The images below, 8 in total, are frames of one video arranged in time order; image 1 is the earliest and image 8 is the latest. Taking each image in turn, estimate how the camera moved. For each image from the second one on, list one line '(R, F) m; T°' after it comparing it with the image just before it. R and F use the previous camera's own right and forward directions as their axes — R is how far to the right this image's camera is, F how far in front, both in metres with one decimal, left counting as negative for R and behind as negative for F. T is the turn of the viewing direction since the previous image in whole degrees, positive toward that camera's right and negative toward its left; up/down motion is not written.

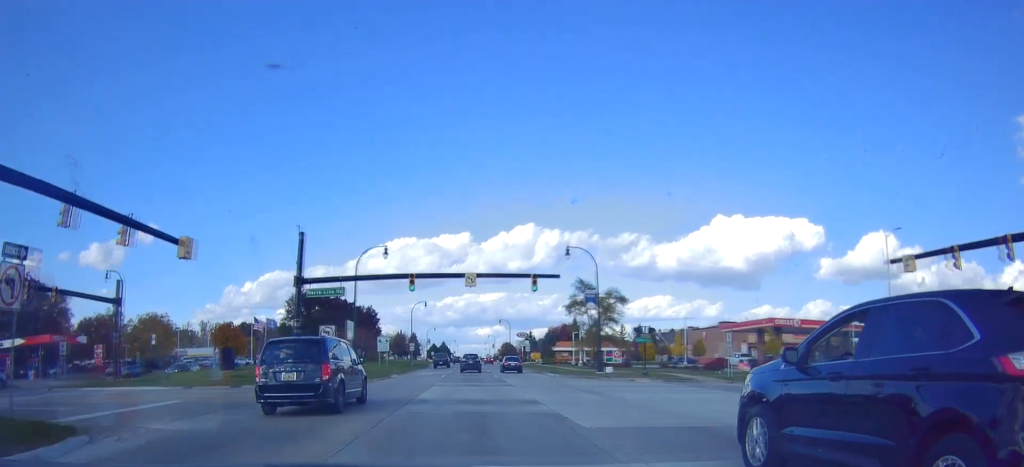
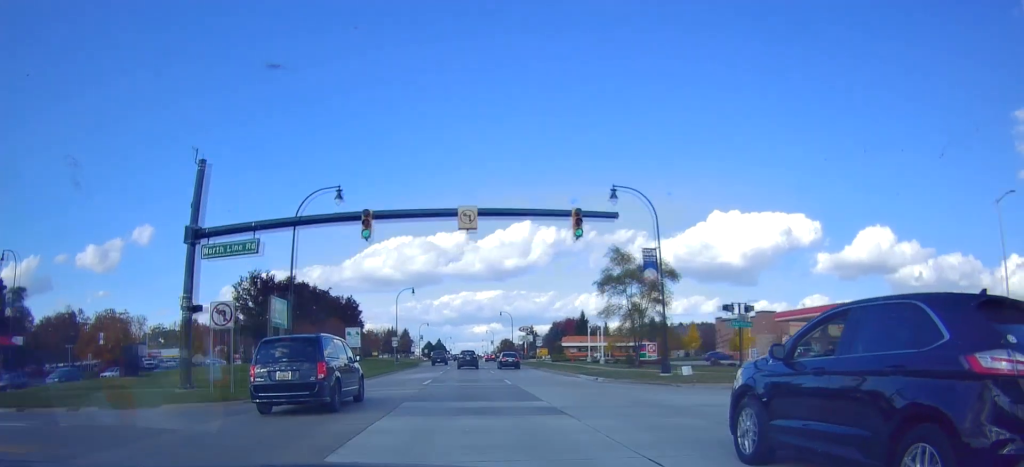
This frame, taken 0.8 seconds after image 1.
(0.0, +14.9) m; -1°
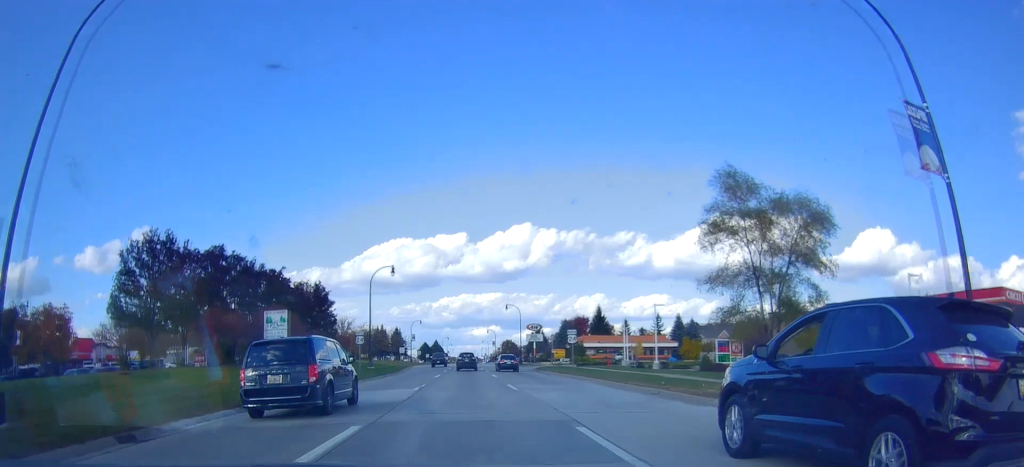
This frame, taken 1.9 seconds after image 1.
(-0.3, +19.5) m; 0°
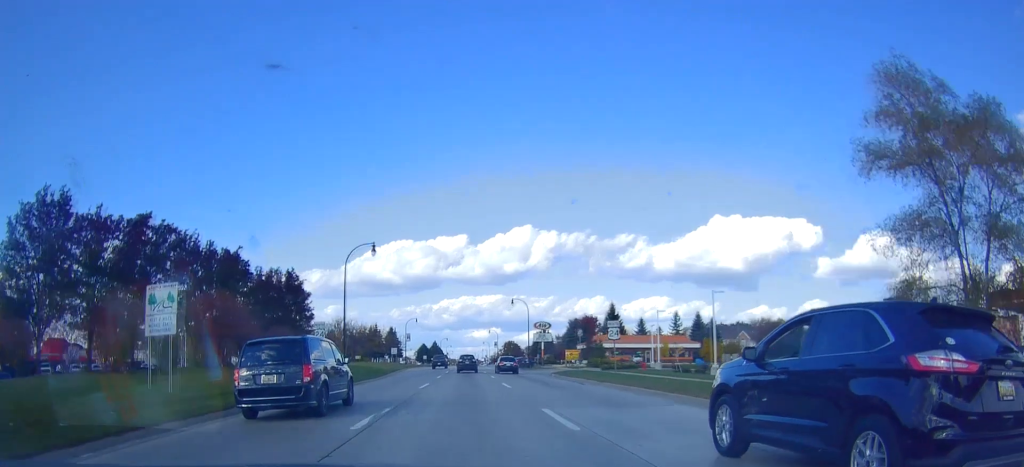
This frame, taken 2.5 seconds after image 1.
(+0.2, +11.5) m; +1°
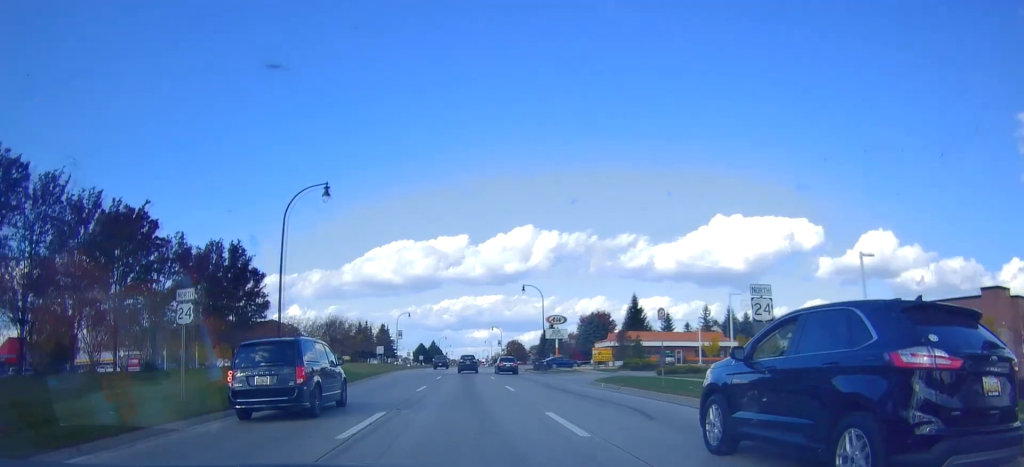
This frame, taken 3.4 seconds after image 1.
(+0.1, +15.4) m; -1°
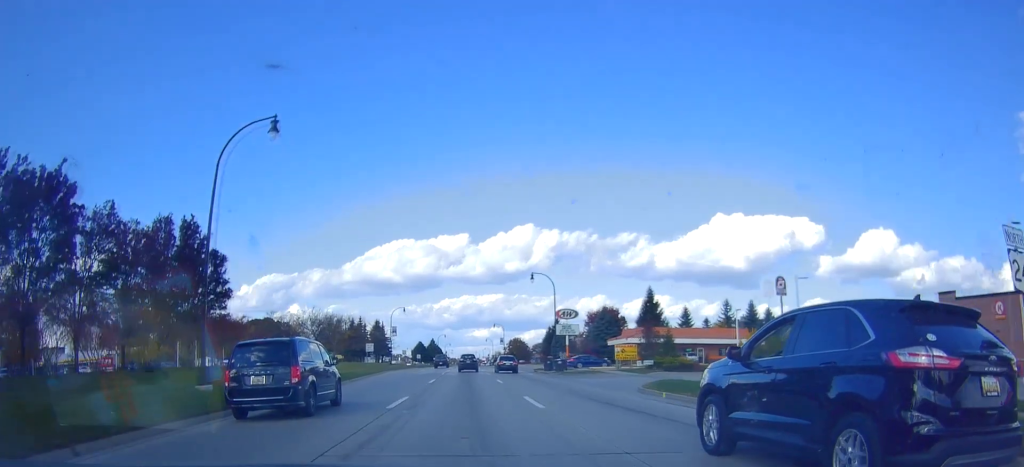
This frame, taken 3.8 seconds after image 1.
(+0.2, +8.6) m; -1°
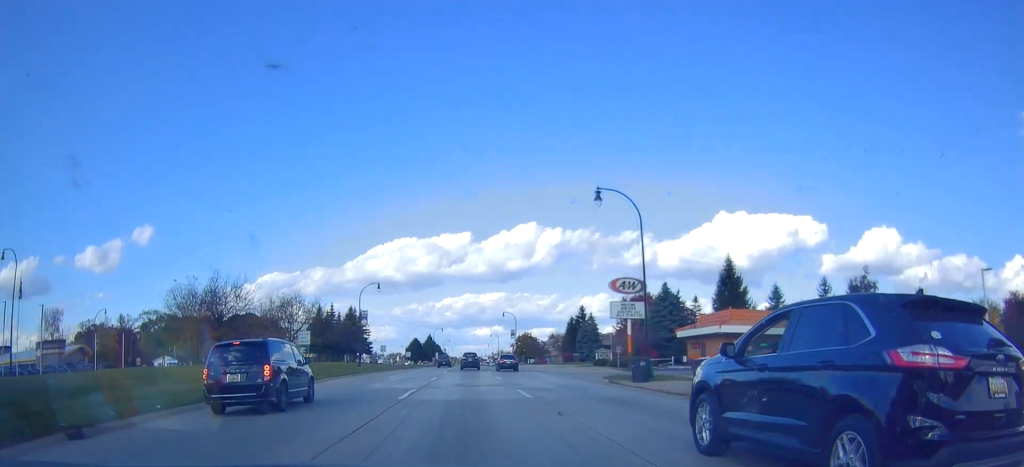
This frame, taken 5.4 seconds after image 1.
(-0.3, +29.1) m; +1°
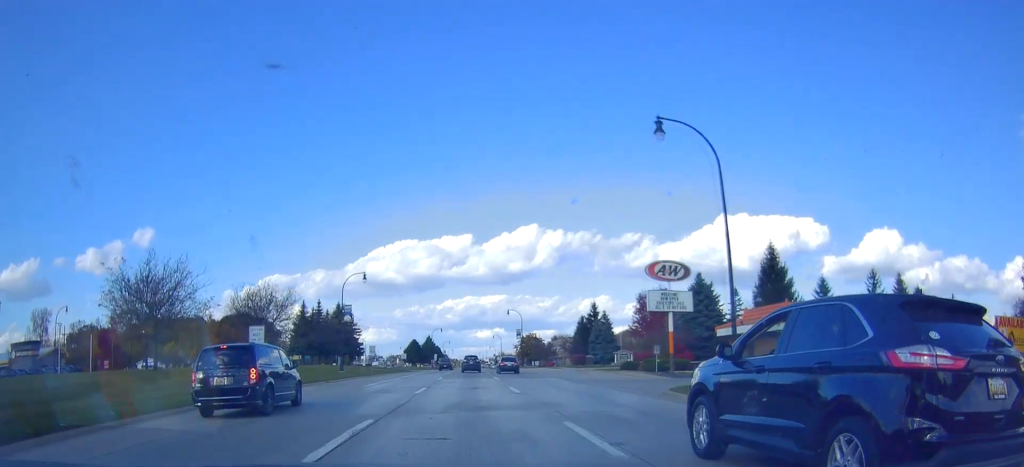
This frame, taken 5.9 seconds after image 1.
(+0.2, +9.8) m; +1°
